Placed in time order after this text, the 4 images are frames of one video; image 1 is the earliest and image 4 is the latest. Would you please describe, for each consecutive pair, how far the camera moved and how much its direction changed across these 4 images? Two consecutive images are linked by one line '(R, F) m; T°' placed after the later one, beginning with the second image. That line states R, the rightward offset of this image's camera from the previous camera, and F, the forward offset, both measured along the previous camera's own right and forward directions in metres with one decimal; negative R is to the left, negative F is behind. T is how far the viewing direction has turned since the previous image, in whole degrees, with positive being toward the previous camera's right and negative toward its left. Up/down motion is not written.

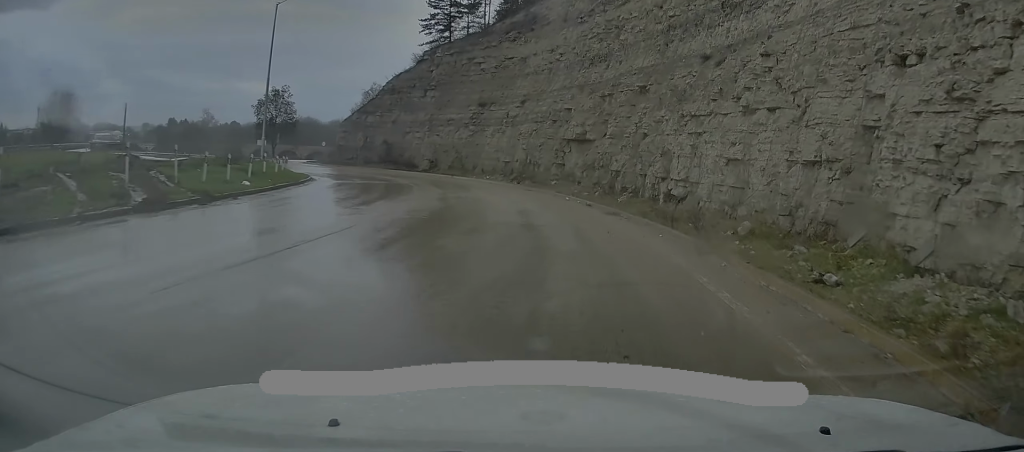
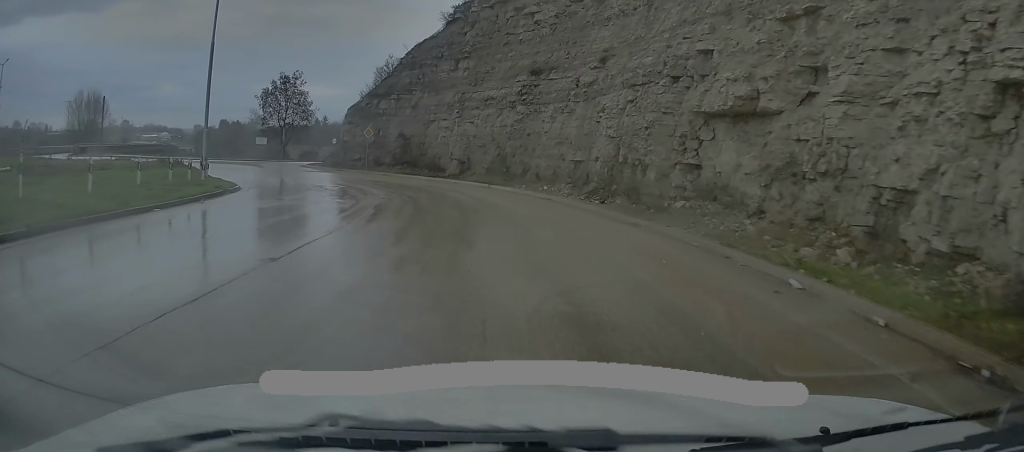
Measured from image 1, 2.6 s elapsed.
(+0.5, +20.0) m; -3°
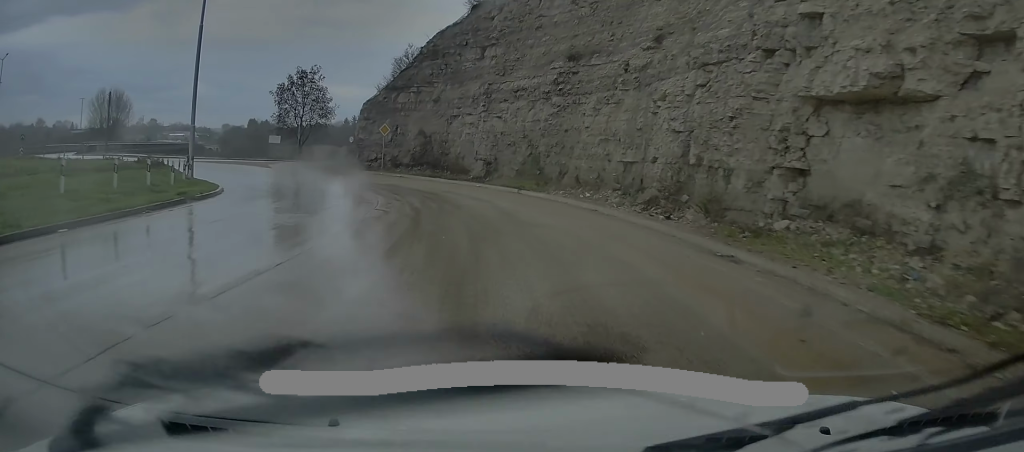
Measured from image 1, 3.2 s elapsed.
(-0.2, +5.2) m; -3°
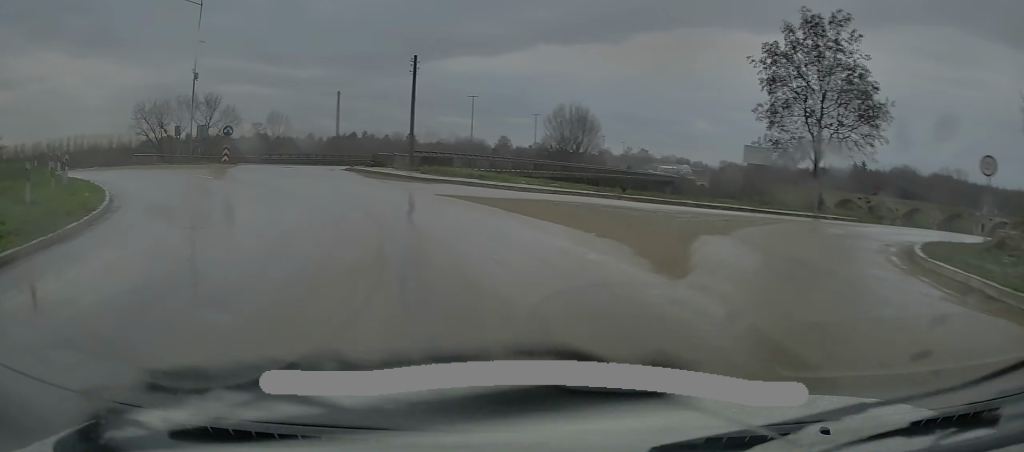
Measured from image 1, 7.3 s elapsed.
(-13.7, +37.9) m; -44°
